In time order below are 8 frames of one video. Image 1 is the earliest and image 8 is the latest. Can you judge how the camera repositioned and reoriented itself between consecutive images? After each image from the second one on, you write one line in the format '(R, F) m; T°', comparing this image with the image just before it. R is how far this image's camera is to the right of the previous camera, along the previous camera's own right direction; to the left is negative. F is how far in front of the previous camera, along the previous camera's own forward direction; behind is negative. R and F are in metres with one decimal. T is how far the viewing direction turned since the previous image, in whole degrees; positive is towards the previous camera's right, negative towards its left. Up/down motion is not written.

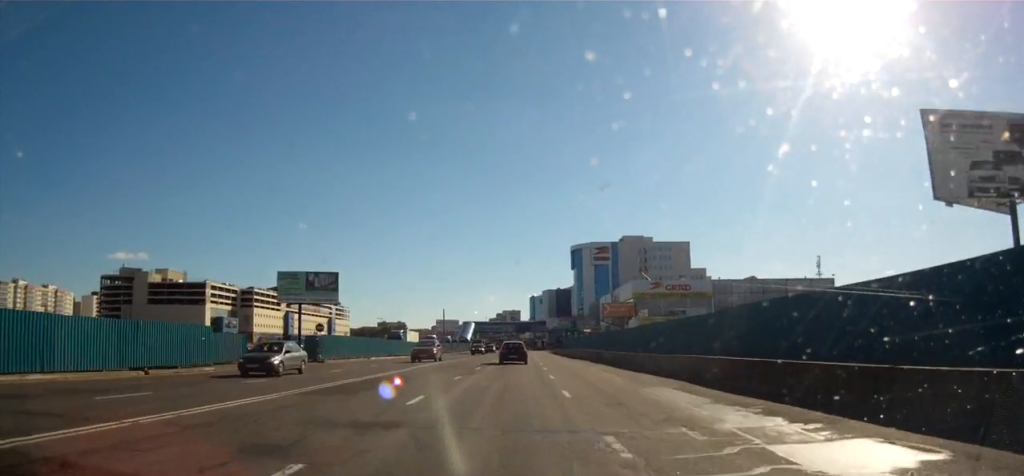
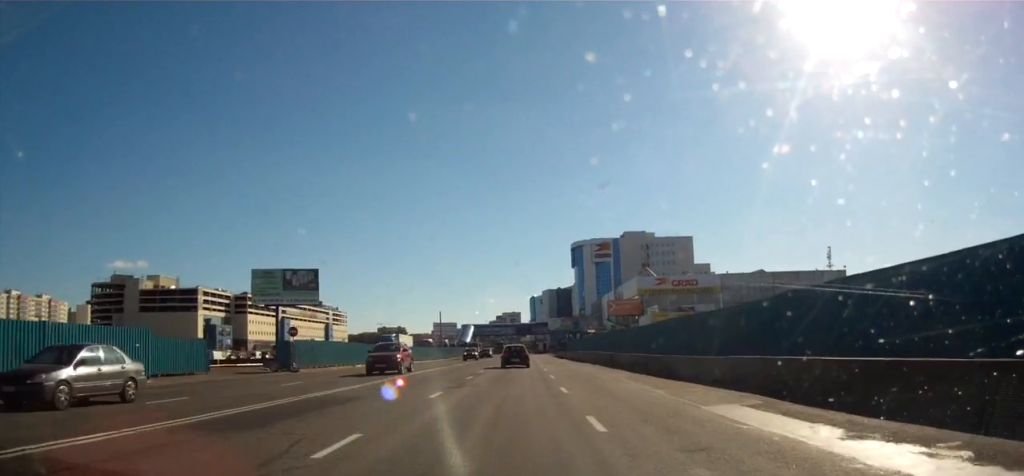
(0.0, +6.2) m; 0°
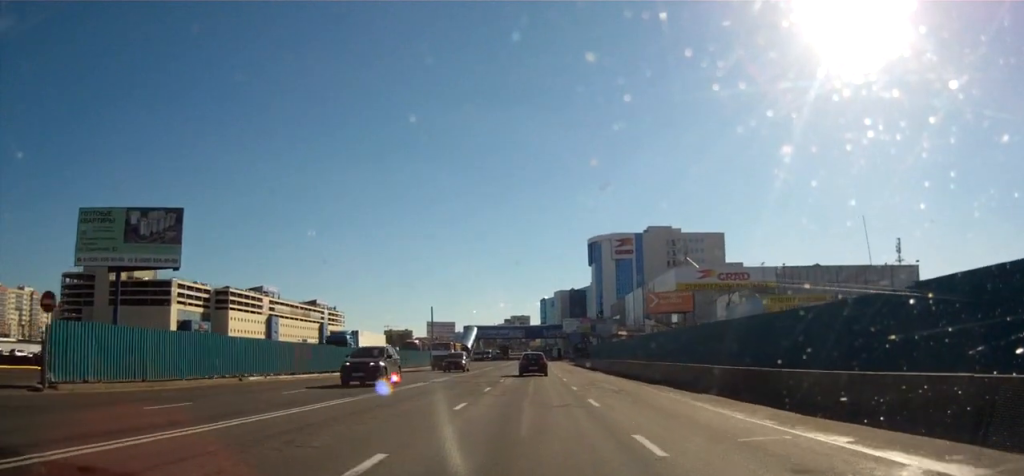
(+0.2, +25.7) m; +1°
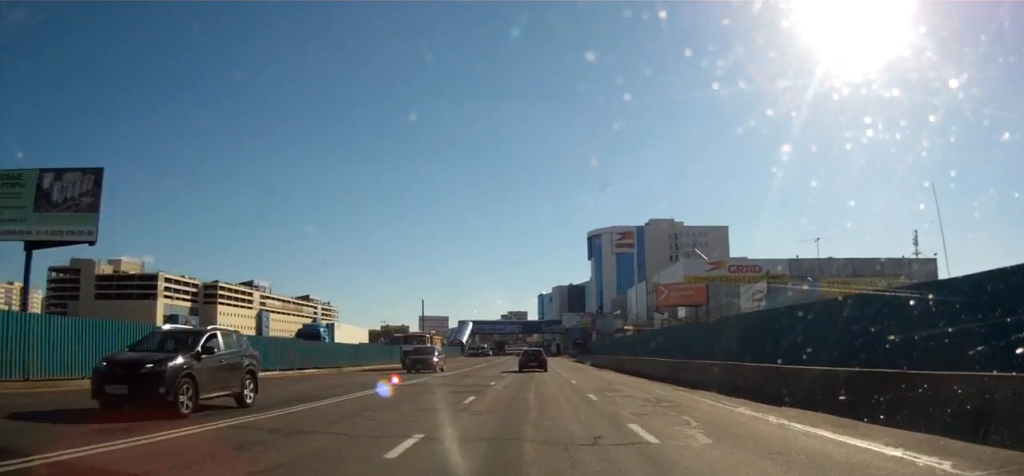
(+0.1, +6.7) m; 0°
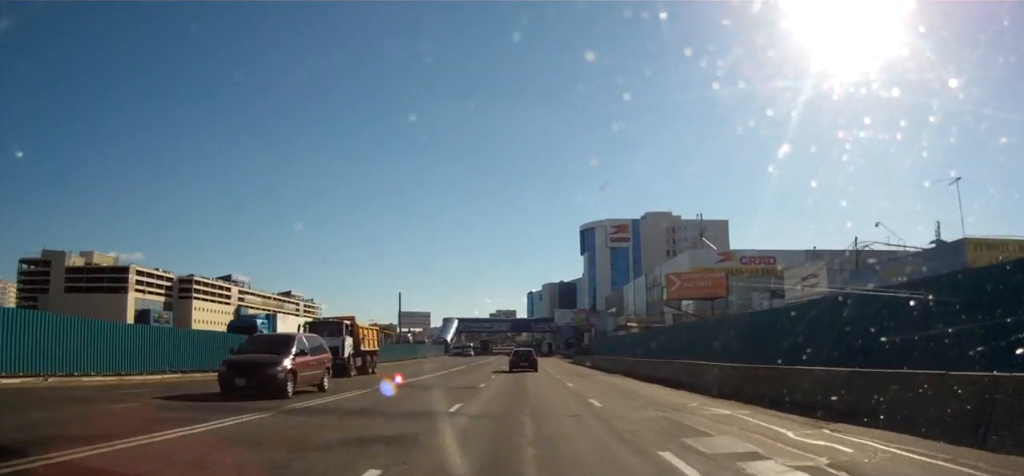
(-0.1, +11.1) m; 0°
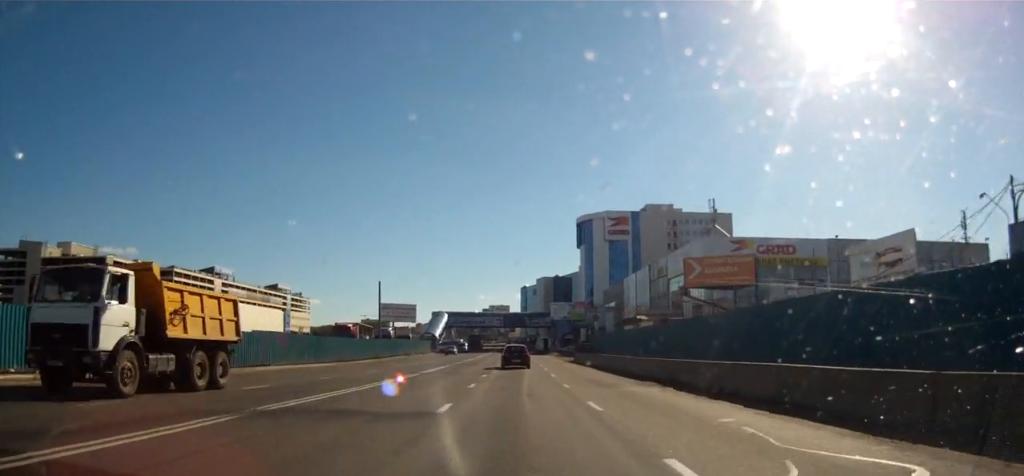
(0.0, +8.9) m; 0°
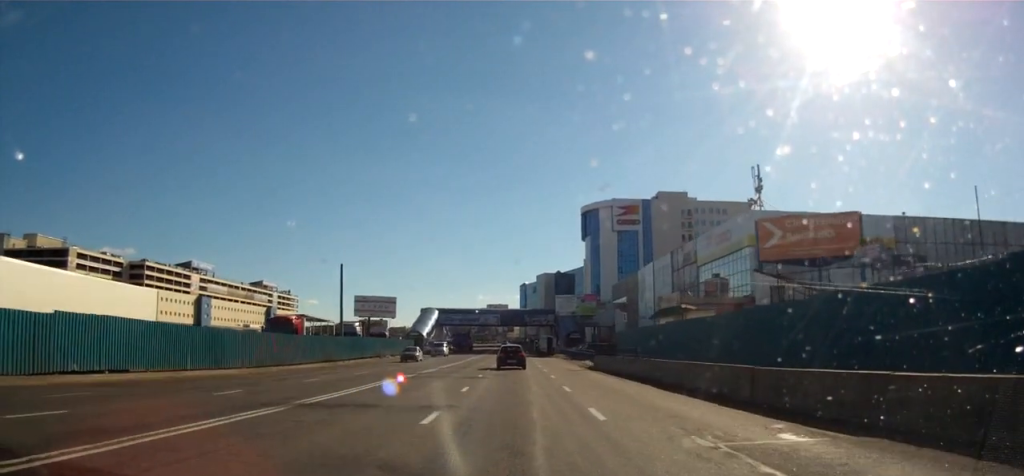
(0.0, +17.3) m; +1°
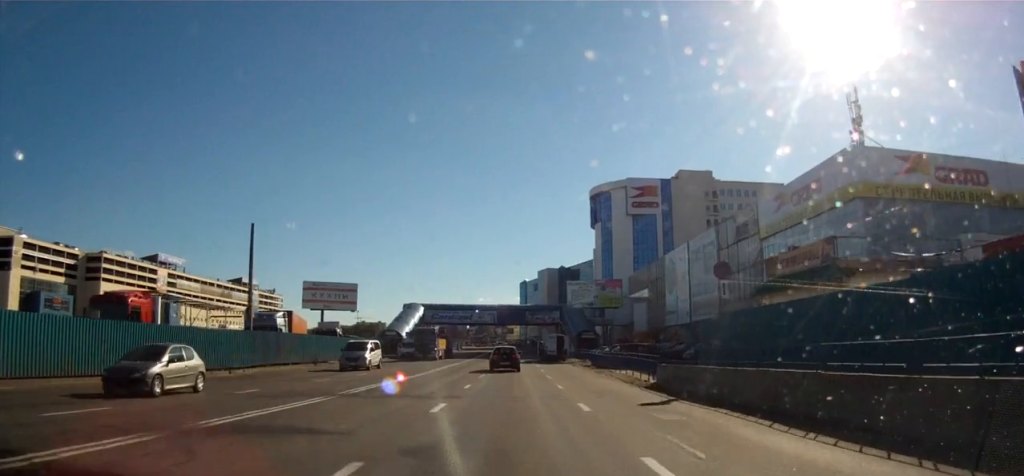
(+0.5, +22.0) m; 0°
